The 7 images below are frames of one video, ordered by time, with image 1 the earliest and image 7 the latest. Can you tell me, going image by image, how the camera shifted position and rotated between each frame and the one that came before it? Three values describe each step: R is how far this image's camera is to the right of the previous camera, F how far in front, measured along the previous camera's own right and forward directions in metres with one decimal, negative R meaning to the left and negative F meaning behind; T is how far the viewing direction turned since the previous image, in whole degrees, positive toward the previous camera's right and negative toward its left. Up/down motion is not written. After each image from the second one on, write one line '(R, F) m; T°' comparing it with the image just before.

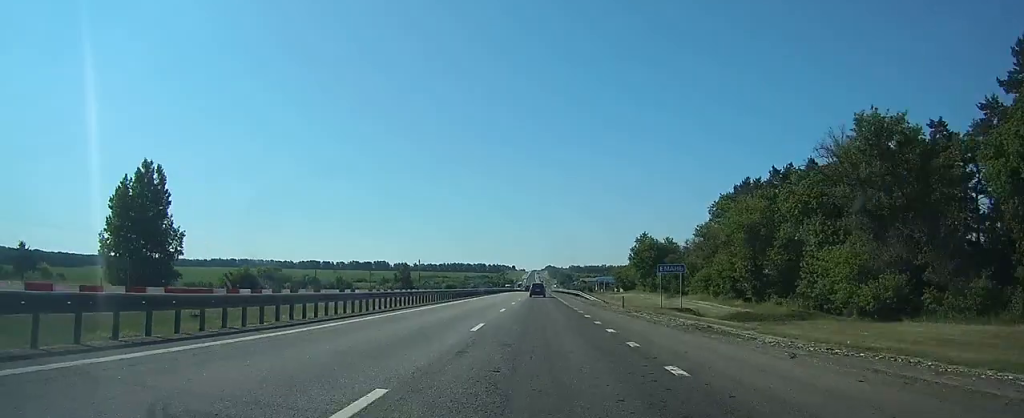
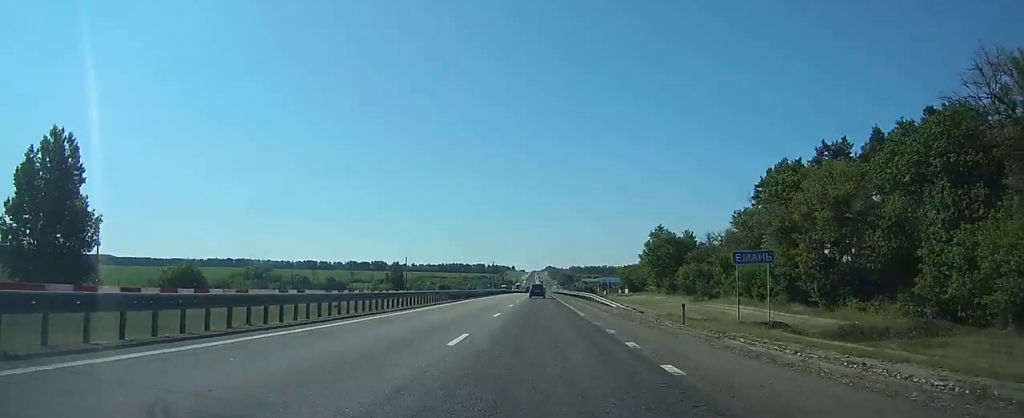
(0.0, +15.0) m; 0°
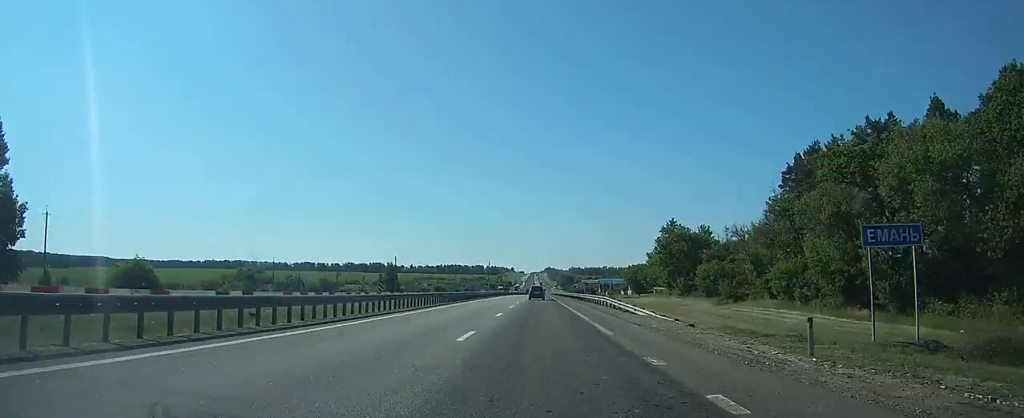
(0.0, +9.8) m; 0°
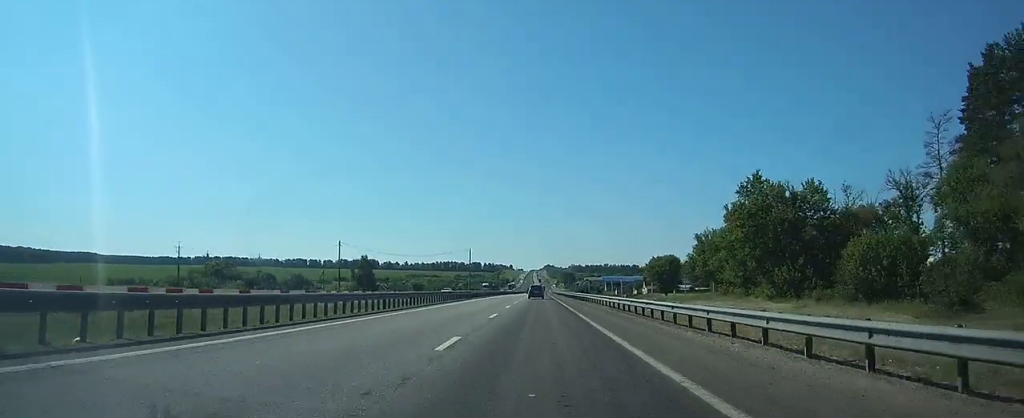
(0.0, +34.1) m; 0°
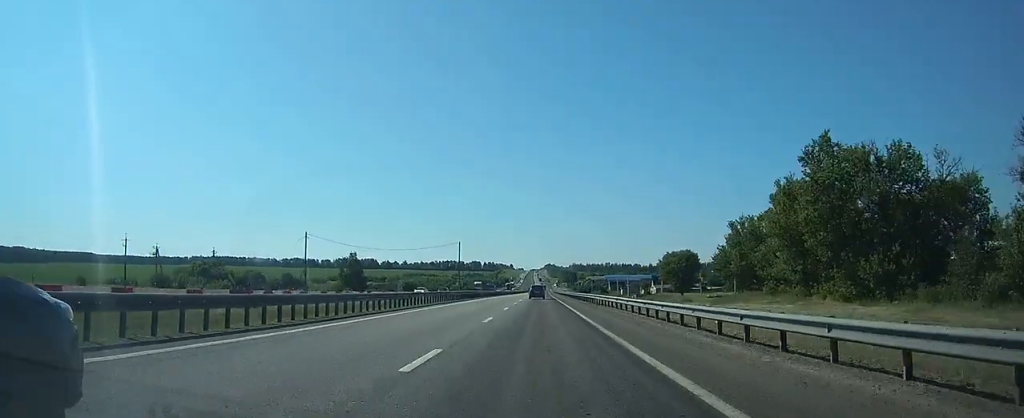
(0.0, +12.6) m; 0°
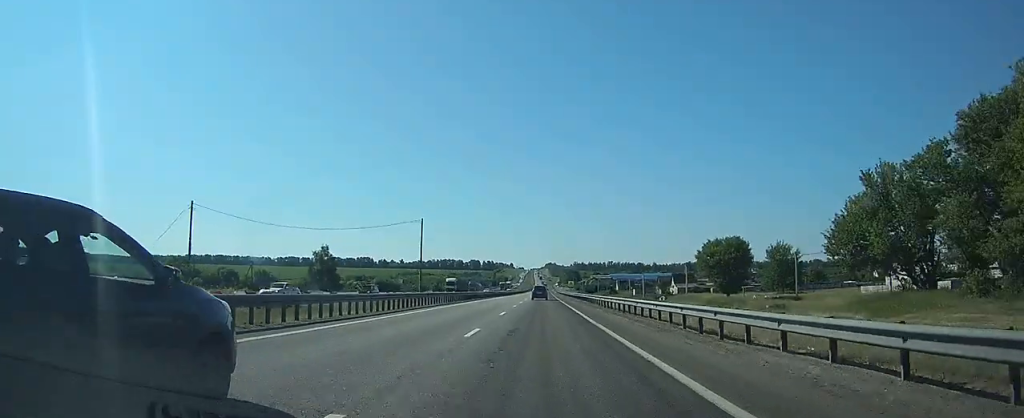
(0.0, +26.8) m; 0°
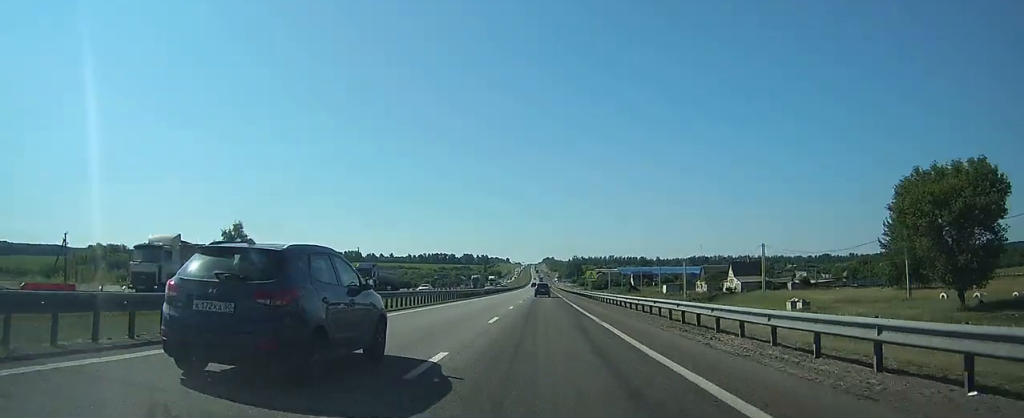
(+0.3, +60.6) m; +1°
